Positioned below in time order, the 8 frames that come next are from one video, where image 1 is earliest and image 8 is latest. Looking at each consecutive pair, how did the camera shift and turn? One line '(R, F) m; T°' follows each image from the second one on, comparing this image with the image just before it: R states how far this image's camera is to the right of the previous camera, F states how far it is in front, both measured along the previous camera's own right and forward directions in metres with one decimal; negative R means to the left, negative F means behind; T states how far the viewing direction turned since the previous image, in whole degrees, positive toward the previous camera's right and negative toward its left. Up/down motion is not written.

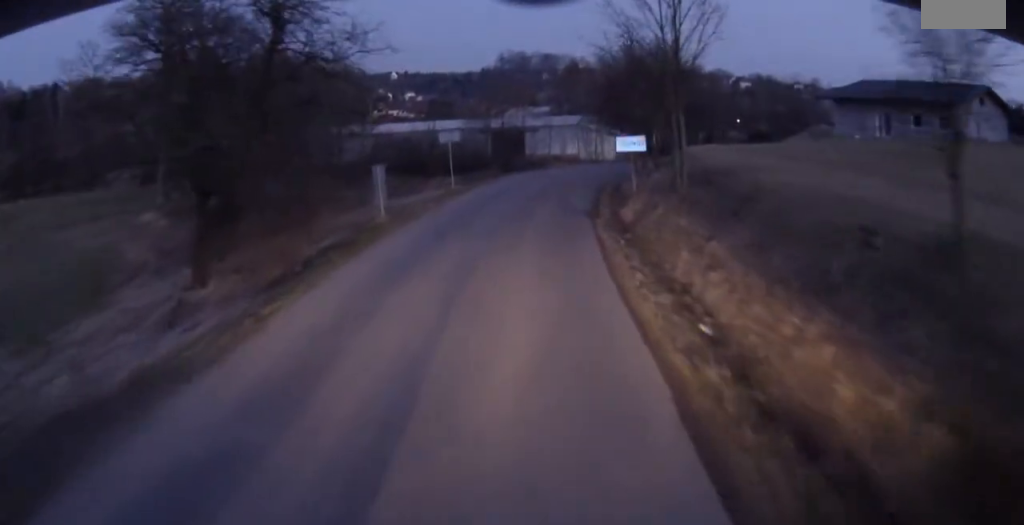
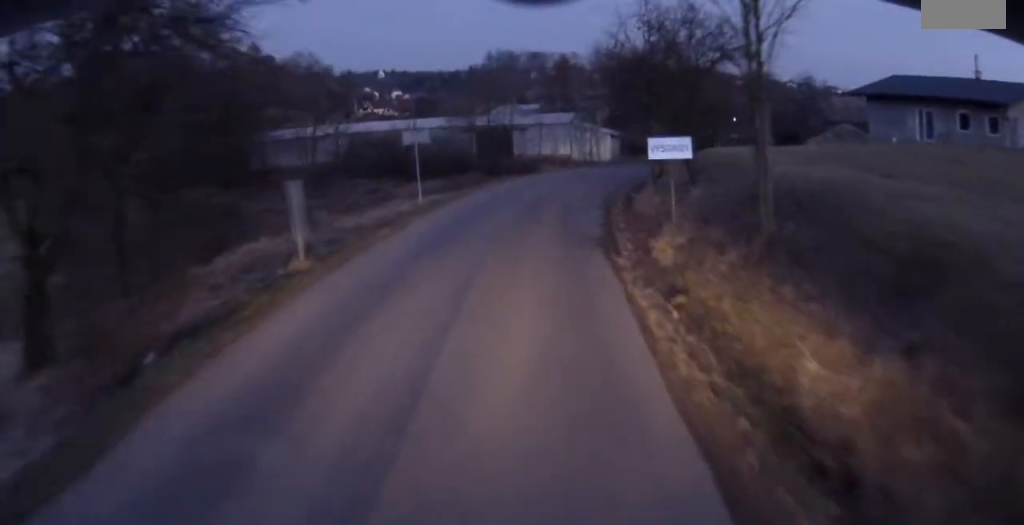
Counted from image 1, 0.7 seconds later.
(0.0, +7.7) m; 0°
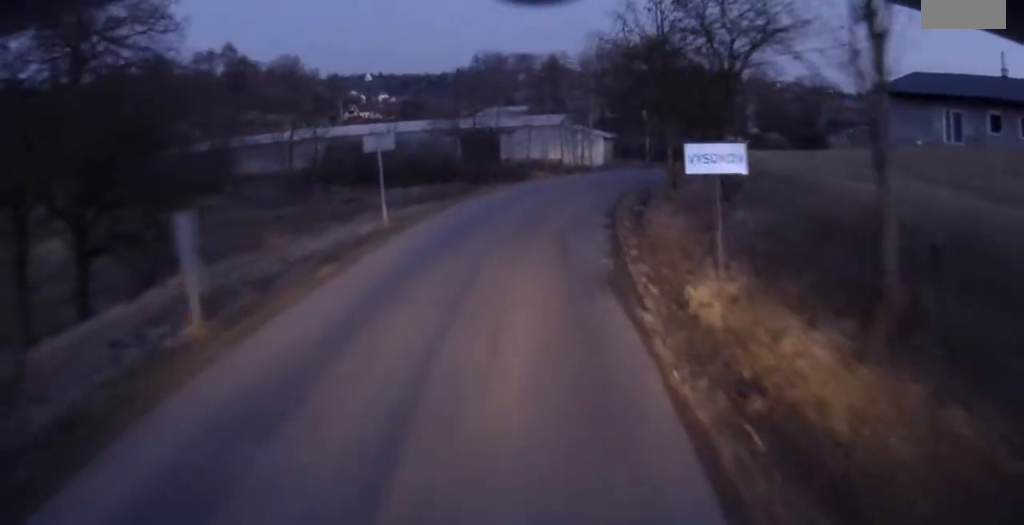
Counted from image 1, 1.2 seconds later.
(-0.1, +4.8) m; +1°
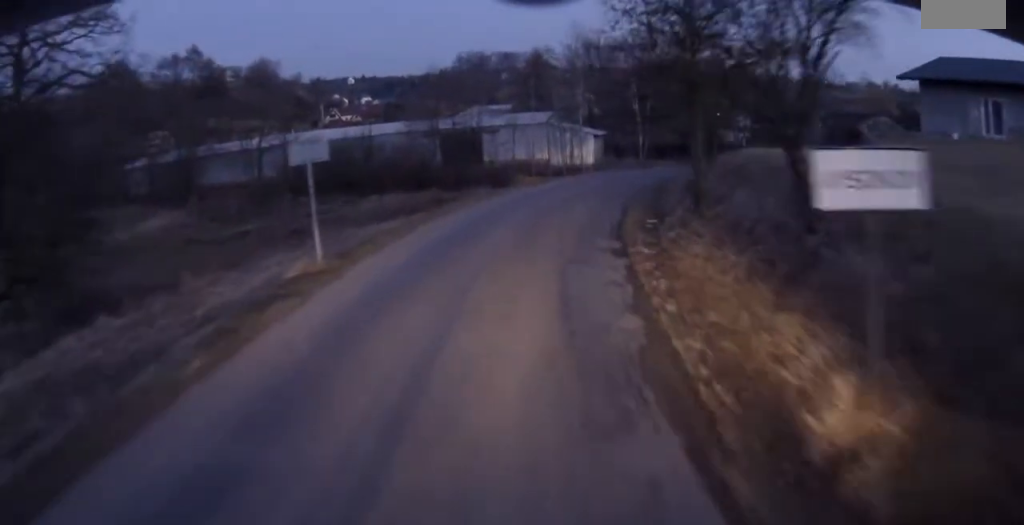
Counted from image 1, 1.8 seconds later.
(0.0, +5.9) m; +3°
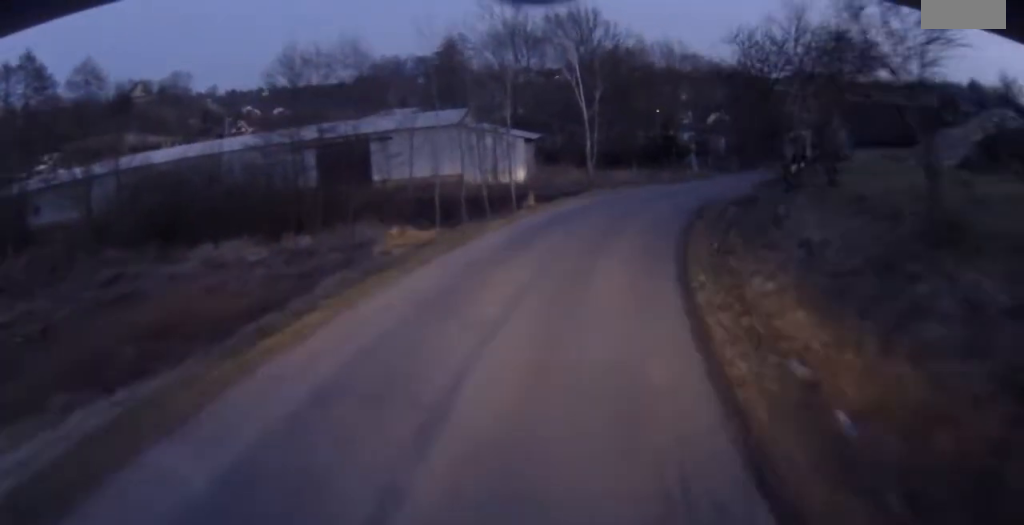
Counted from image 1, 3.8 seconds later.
(+3.0, +21.3) m; +15°
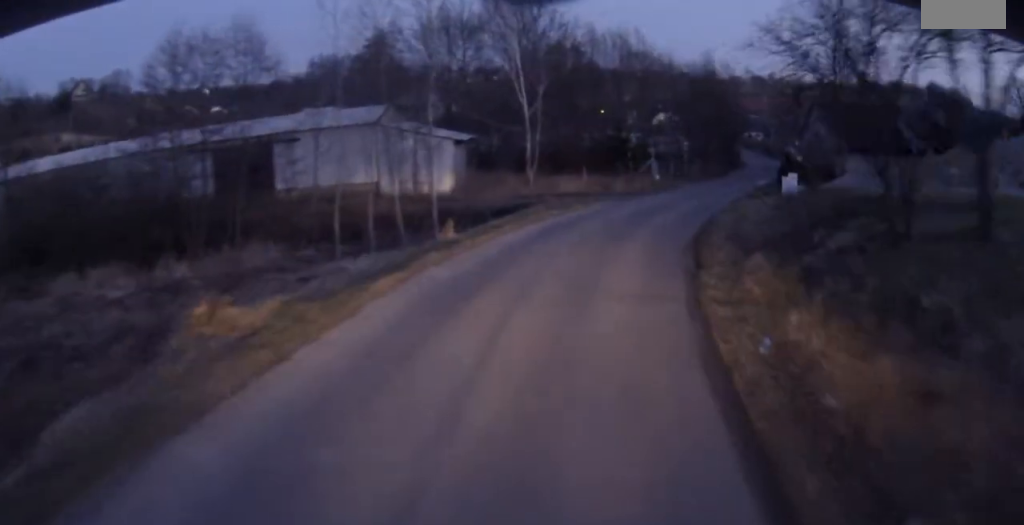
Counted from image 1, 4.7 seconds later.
(+0.4, +9.0) m; +5°
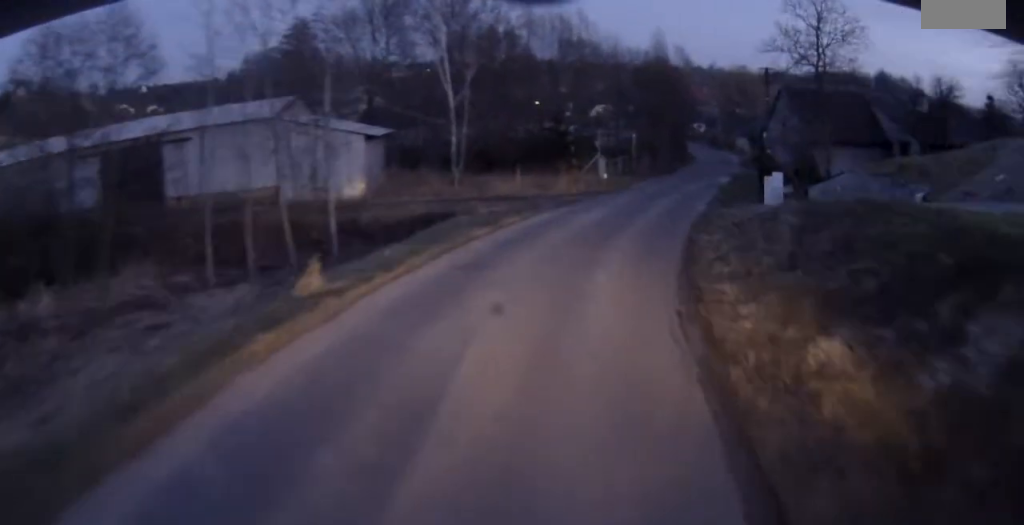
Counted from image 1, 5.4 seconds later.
(+0.3, +6.8) m; +3°
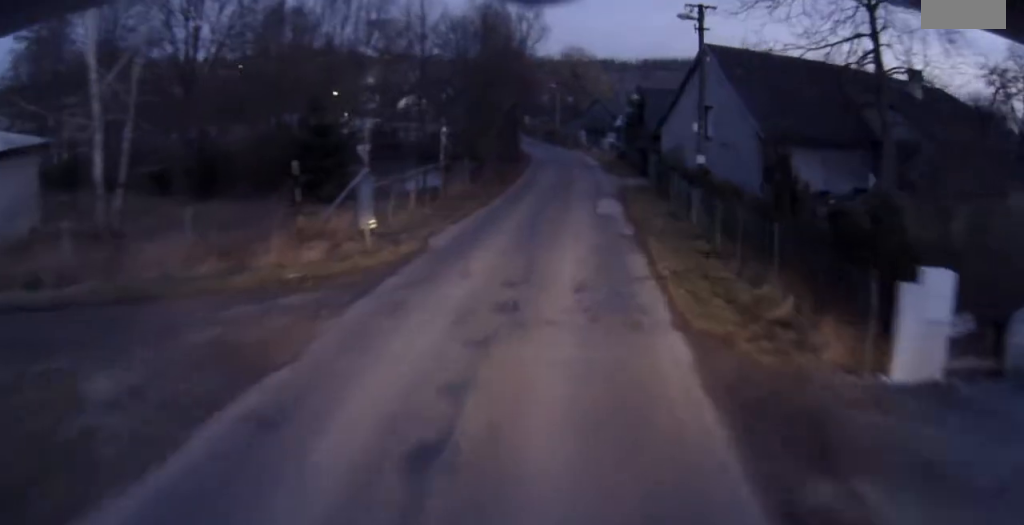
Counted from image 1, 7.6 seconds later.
(+1.7, +22.8) m; +10°
